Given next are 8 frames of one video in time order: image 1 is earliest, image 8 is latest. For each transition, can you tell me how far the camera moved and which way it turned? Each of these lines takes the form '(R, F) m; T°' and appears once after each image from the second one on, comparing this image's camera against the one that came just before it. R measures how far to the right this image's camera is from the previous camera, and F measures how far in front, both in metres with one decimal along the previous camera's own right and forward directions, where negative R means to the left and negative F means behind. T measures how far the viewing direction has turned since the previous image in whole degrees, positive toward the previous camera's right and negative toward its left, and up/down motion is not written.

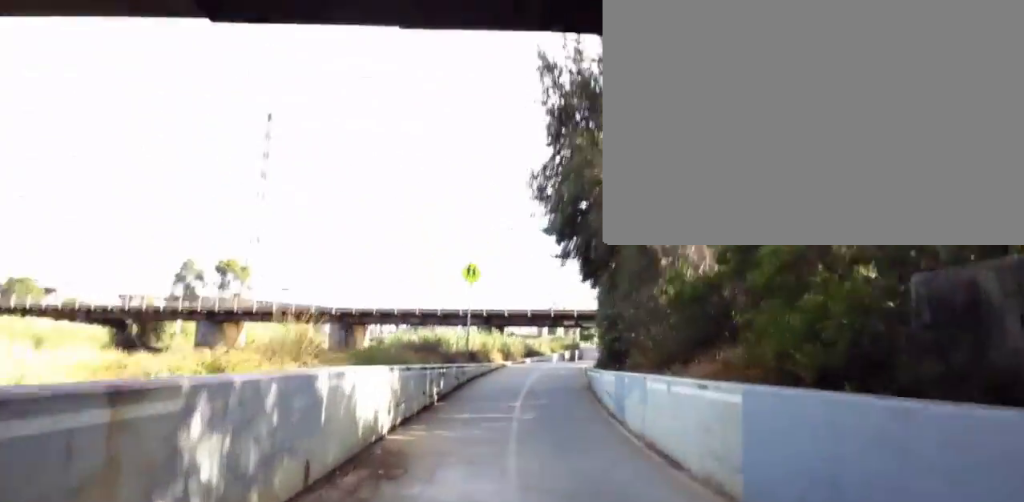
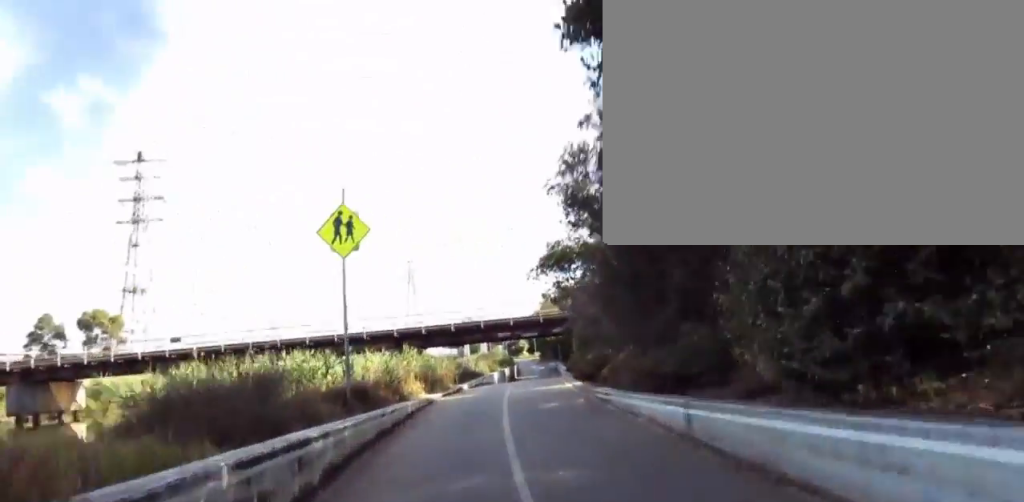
(+1.8, +9.3) m; +14°
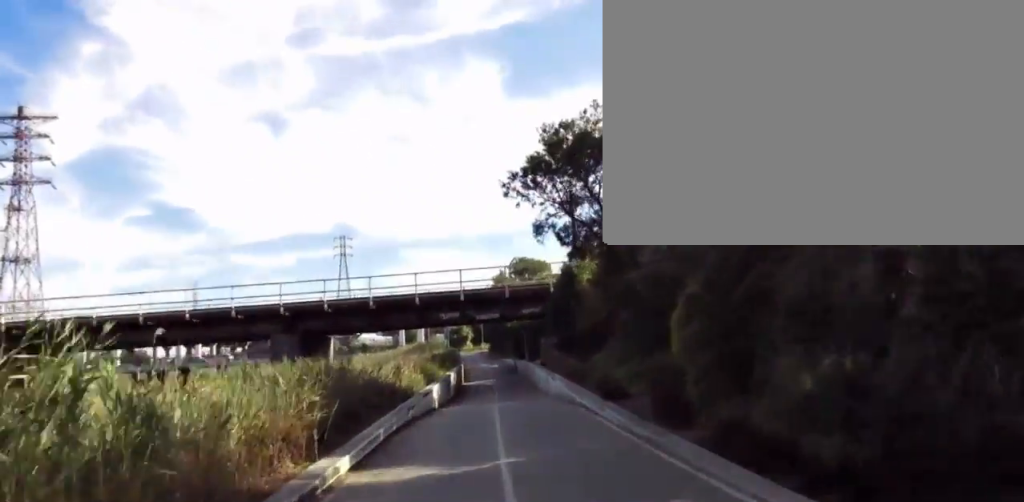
(-0.3, +12.9) m; -6°
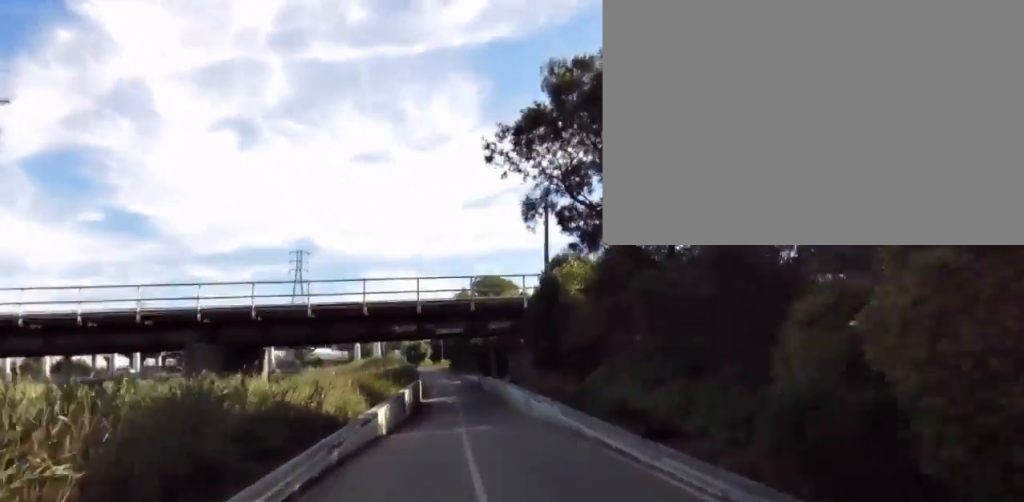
(-0.2, +4.0) m; -3°
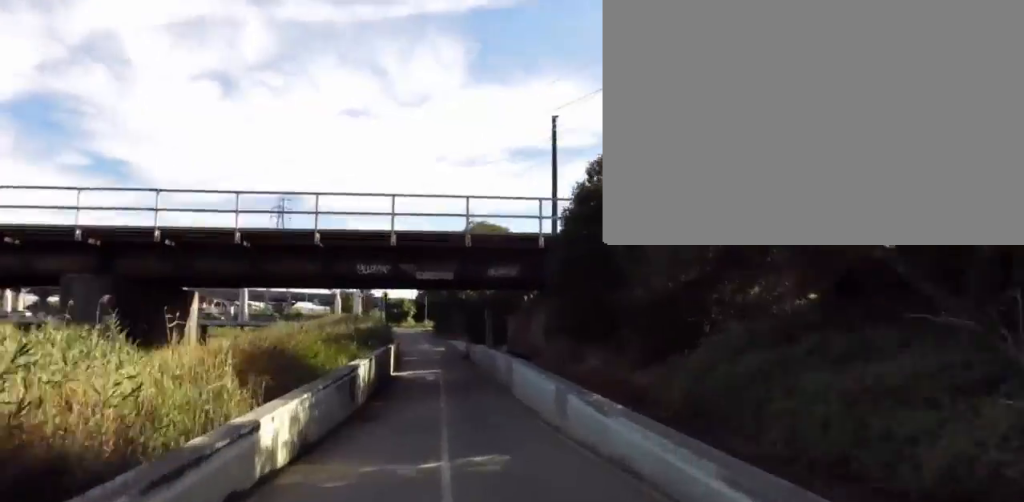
(-0.1, +6.3) m; +6°
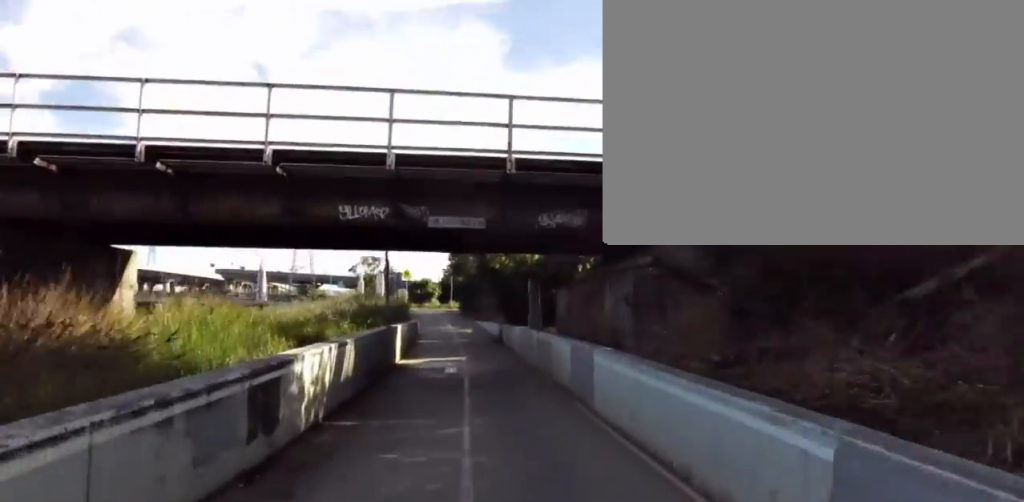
(+0.2, +5.8) m; +4°
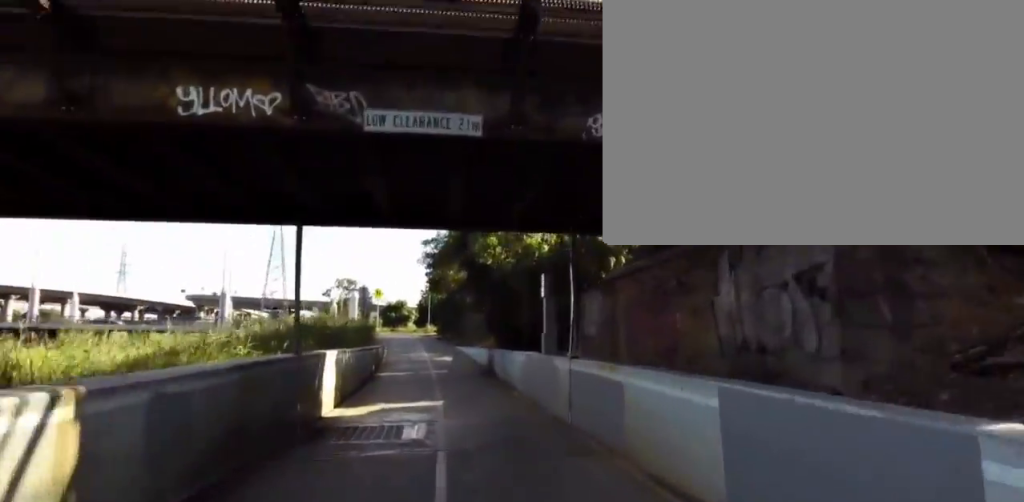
(+1.0, +5.4) m; 0°
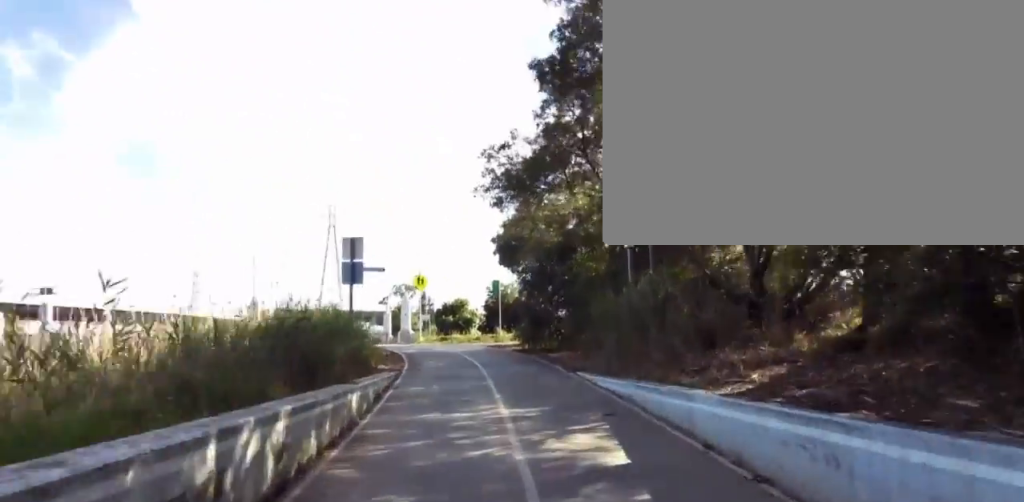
(-3.8, +14.3) m; -23°
